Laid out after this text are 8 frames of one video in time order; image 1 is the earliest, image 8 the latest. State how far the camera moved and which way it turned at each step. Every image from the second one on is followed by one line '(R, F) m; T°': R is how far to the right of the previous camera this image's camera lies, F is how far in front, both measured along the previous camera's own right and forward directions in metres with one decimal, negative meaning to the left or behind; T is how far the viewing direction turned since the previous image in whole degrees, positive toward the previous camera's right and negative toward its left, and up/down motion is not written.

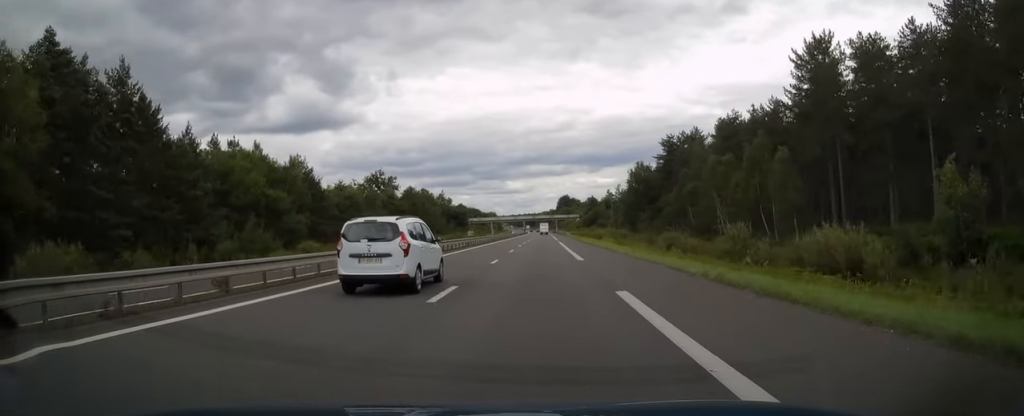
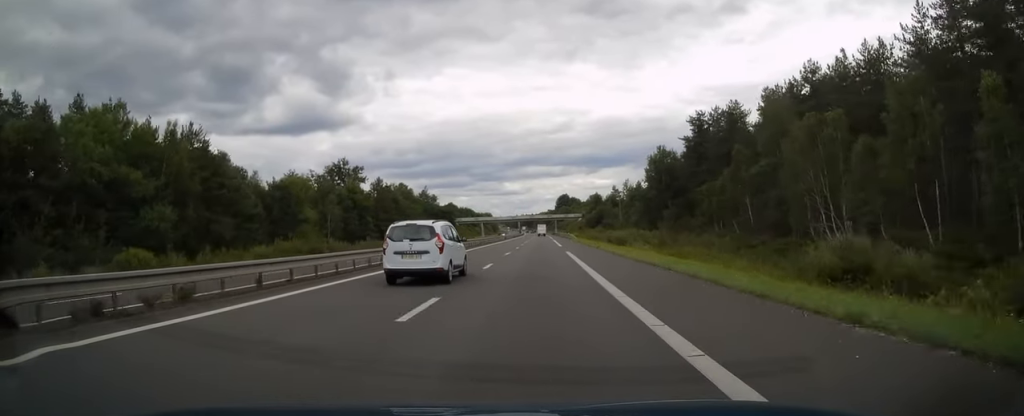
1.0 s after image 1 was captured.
(0.0, +28.0) m; 0°
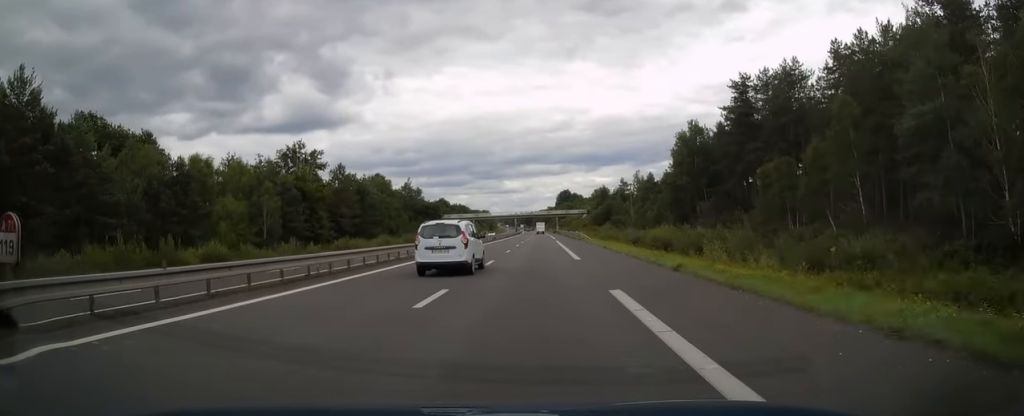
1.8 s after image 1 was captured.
(0.0, +24.6) m; 0°
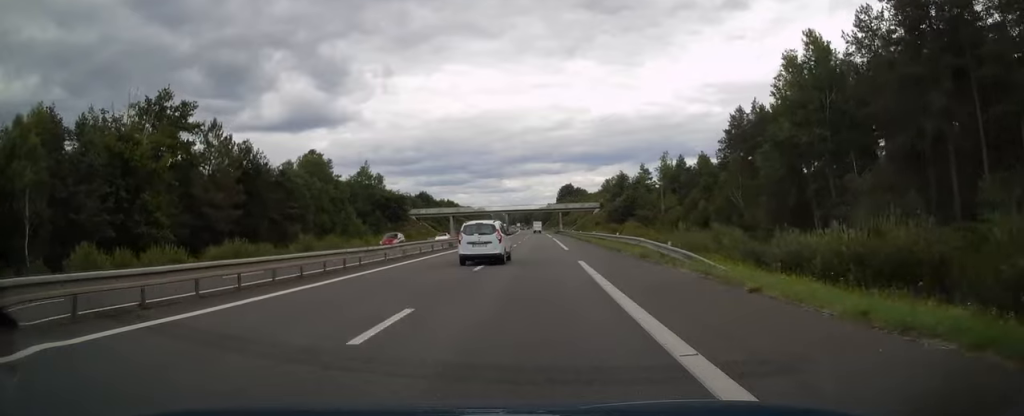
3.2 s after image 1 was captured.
(+0.1, +42.3) m; 0°
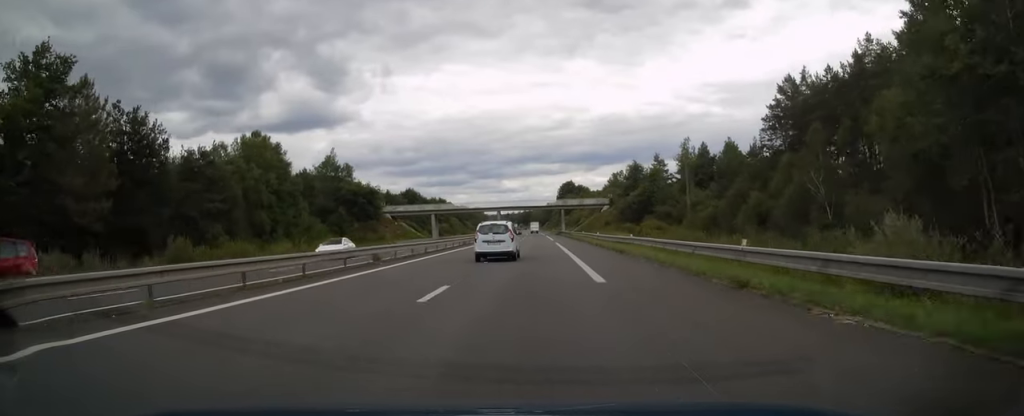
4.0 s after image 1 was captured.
(0.0, +21.7) m; 0°
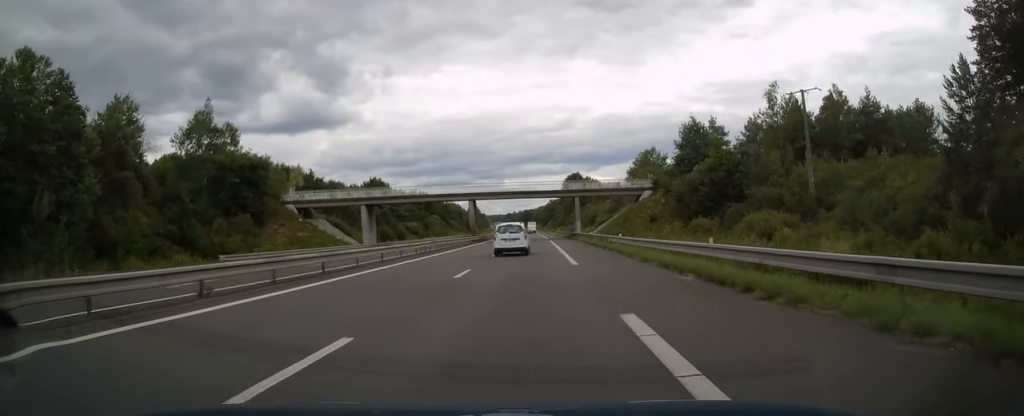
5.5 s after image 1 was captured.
(+0.2, +45.9) m; 0°
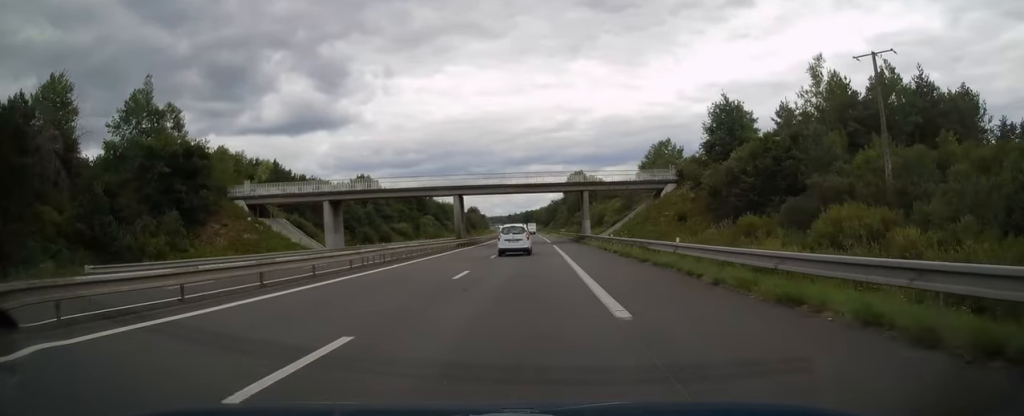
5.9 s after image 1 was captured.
(0.0, +12.8) m; 0°
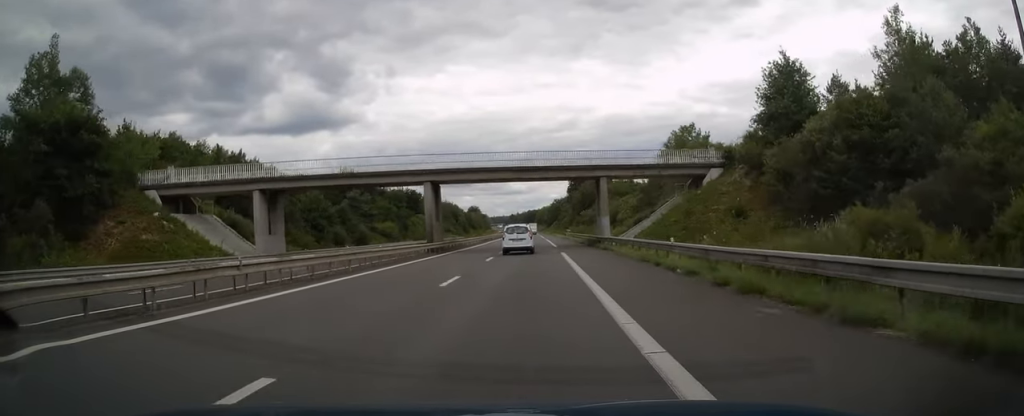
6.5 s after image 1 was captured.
(0.0, +15.3) m; 0°
